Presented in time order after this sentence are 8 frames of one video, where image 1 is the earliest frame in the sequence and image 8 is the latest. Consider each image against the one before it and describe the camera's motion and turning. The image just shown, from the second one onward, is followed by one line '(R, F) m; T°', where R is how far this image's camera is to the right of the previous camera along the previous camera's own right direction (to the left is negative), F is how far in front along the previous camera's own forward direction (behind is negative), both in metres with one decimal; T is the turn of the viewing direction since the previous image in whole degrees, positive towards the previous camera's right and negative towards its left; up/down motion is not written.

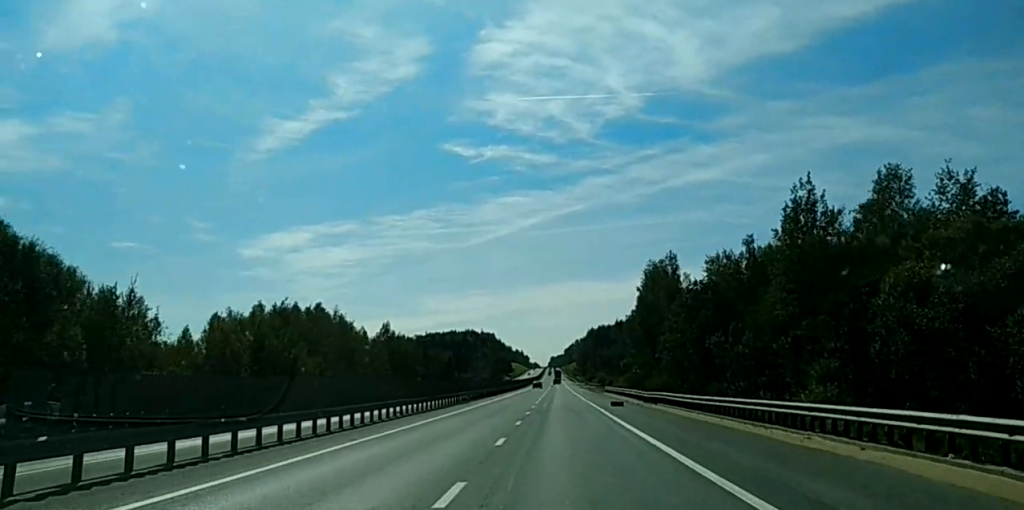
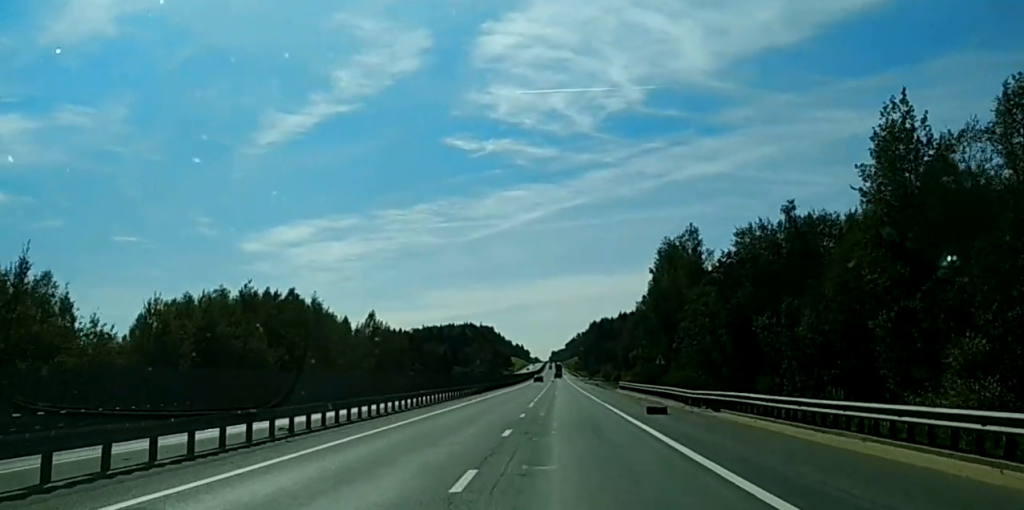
(+0.1, +24.3) m; 0°
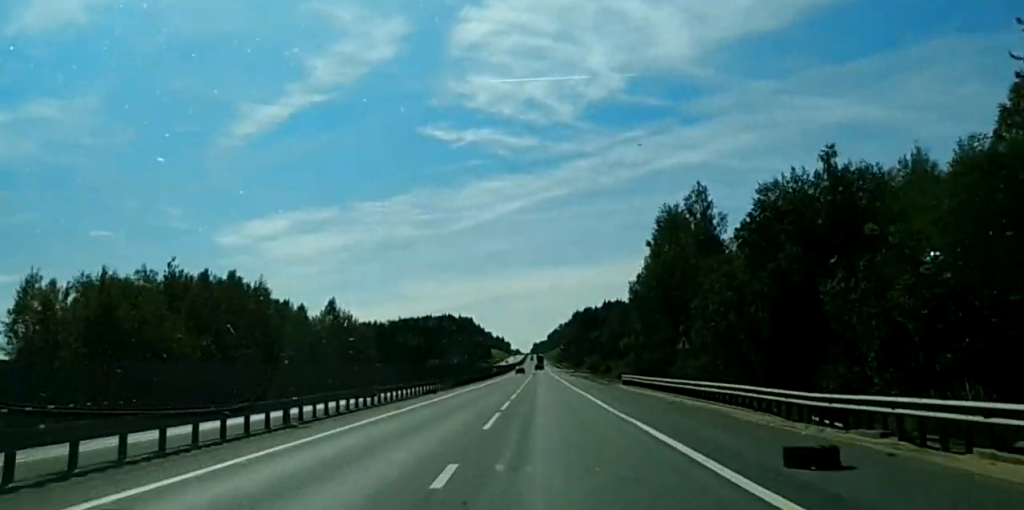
(+0.1, +27.3) m; 0°
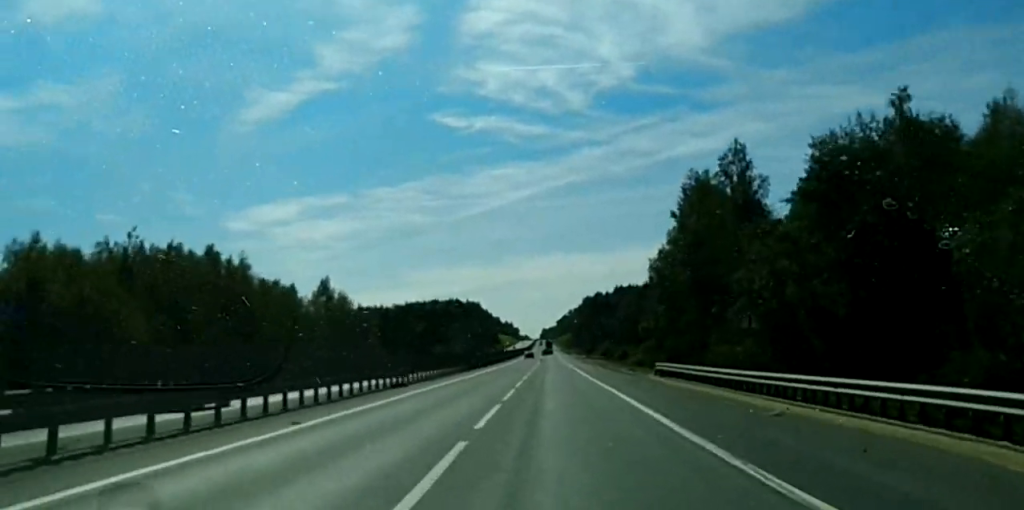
(0.0, +19.8) m; 0°
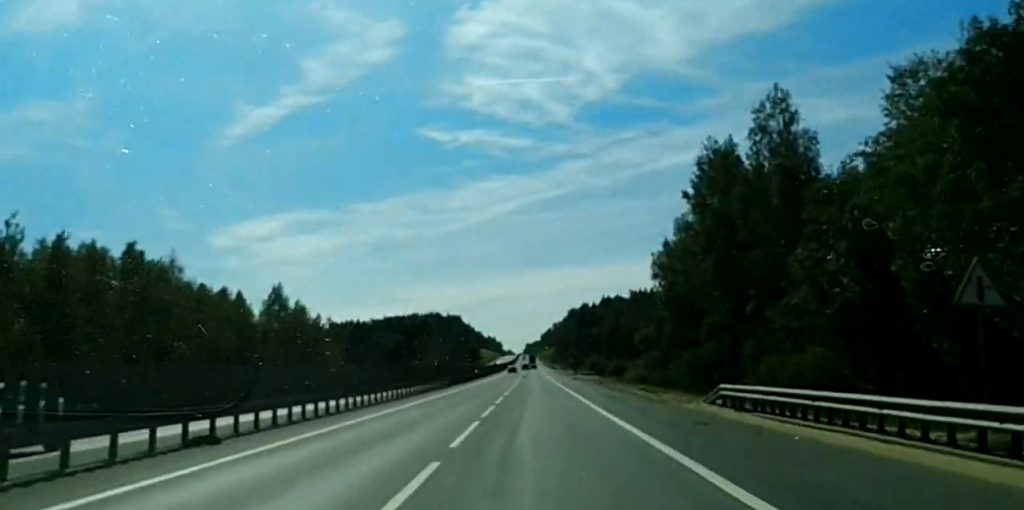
(-0.2, +30.8) m; 0°
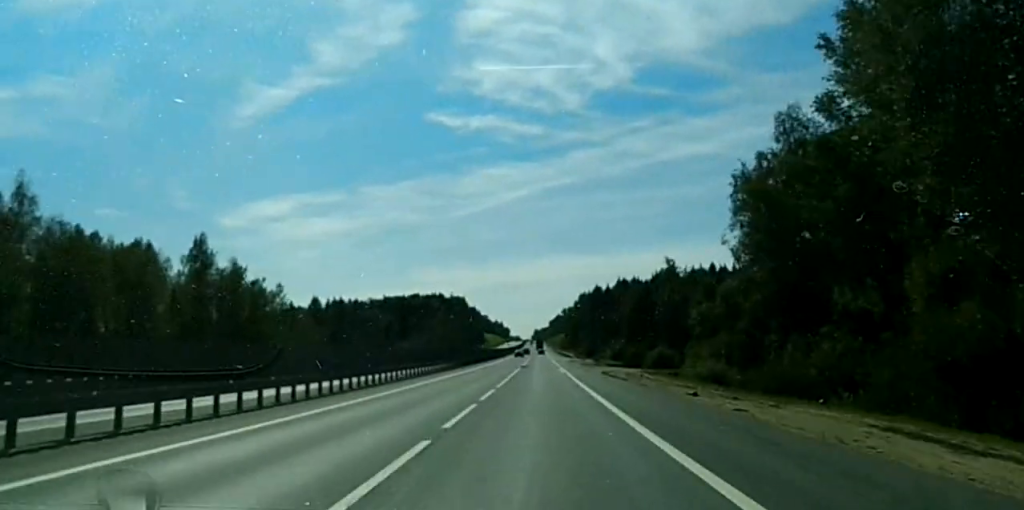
(-0.2, +57.5) m; 0°
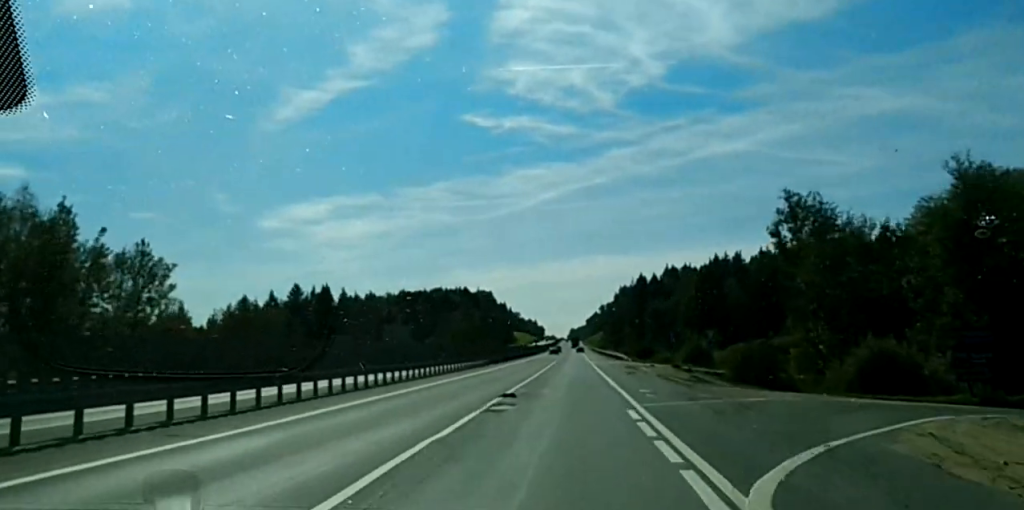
(-0.4, +68.9) m; 0°
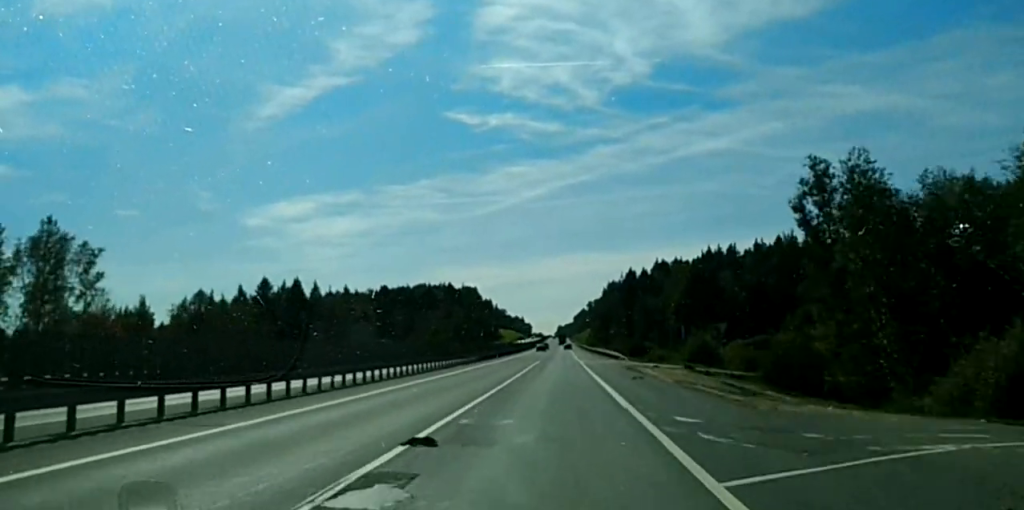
(+0.2, +14.8) m; 0°
